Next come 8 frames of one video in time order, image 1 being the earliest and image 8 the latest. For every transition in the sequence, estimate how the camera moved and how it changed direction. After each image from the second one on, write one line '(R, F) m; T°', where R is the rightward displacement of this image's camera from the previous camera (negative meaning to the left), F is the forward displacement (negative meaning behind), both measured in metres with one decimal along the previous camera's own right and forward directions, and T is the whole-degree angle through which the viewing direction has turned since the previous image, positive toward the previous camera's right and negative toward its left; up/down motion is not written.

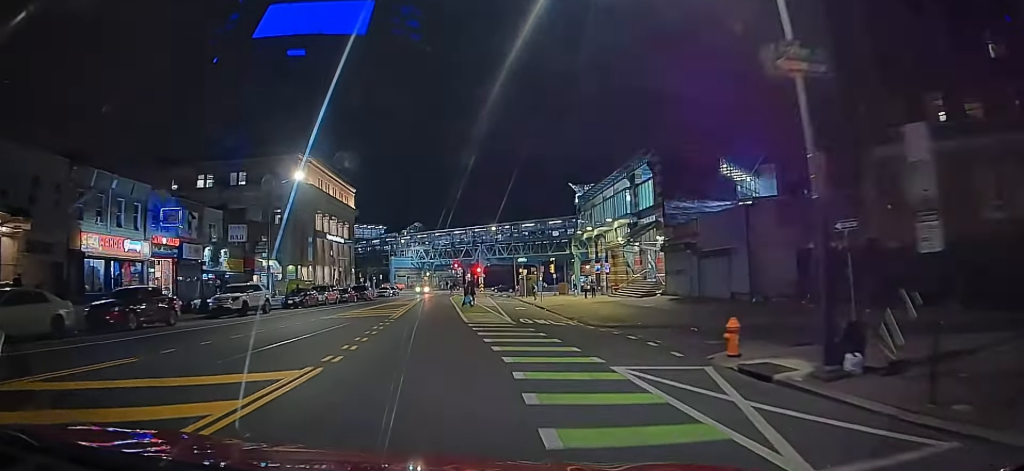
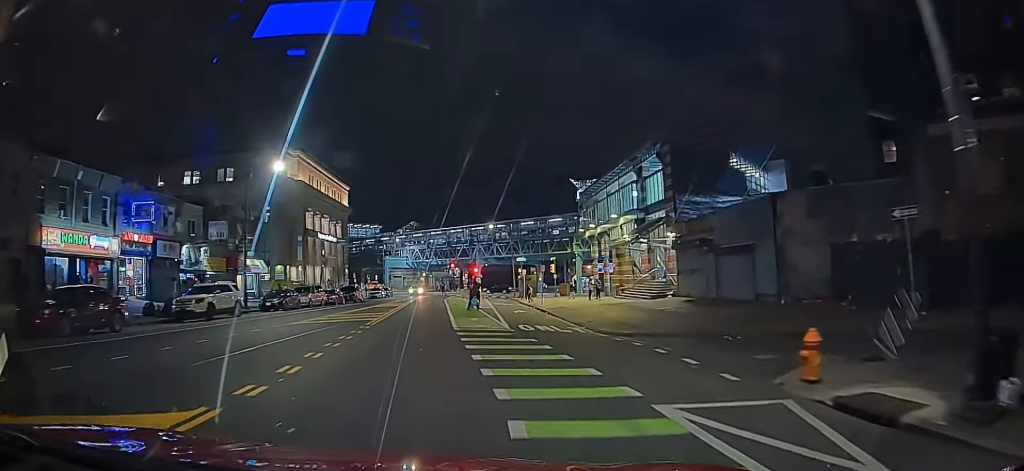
(0.0, +2.8) m; 0°
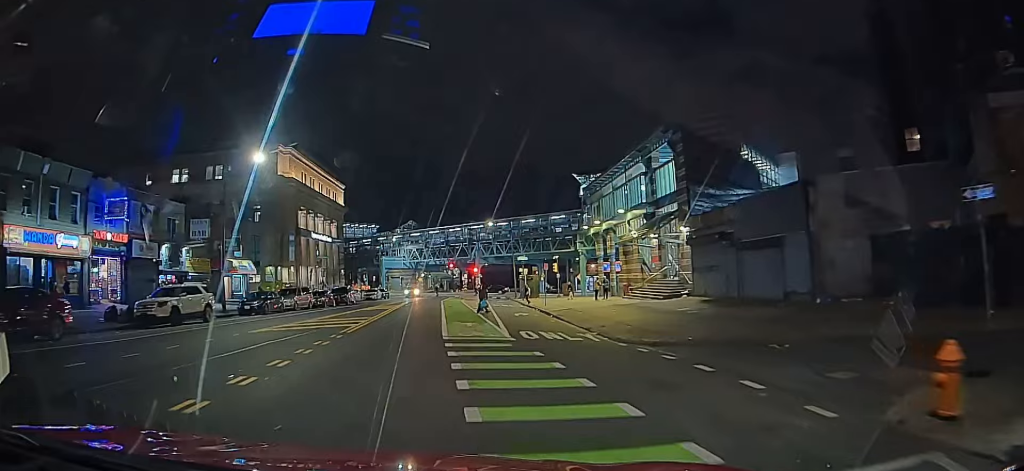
(0.0, +2.6) m; -1°
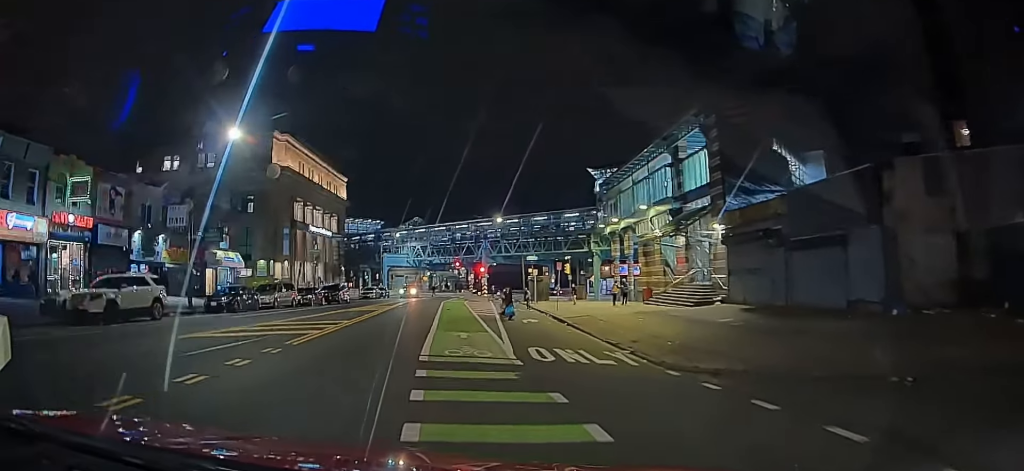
(0.0, +4.0) m; 0°
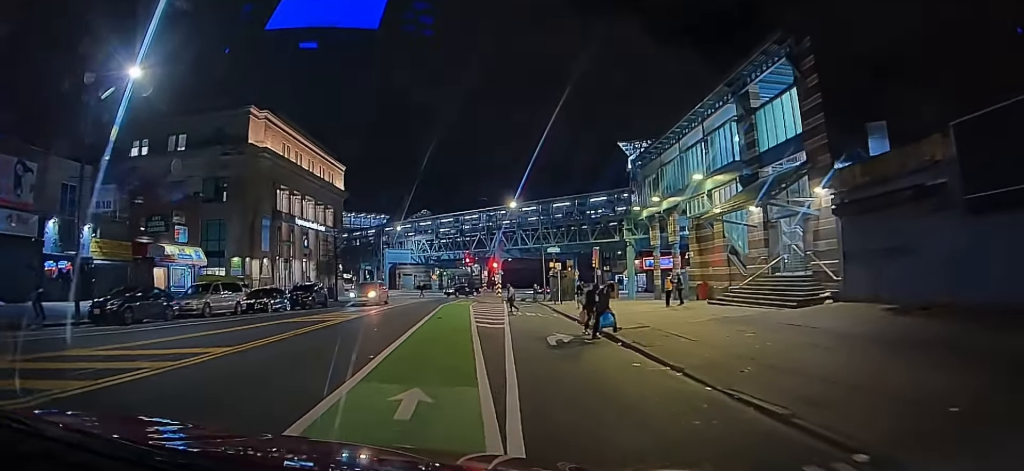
(+0.1, +9.8) m; 0°
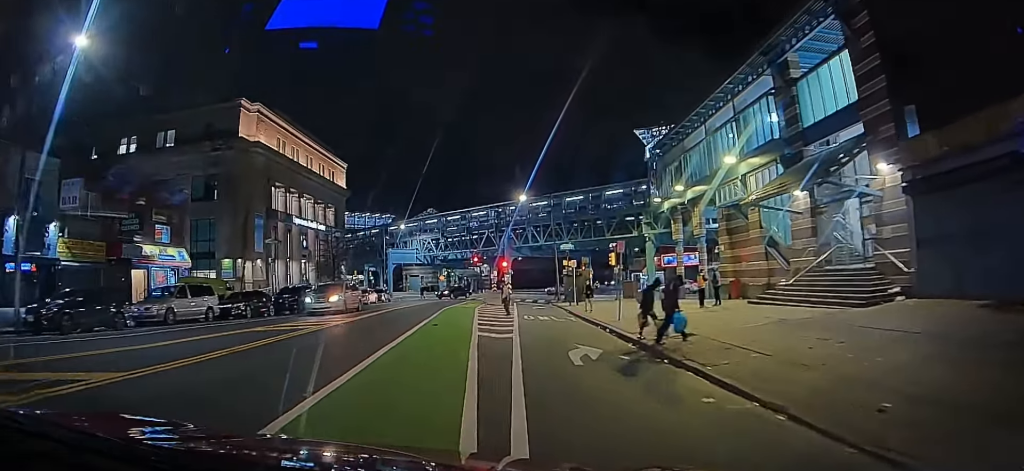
(-0.1, +3.7) m; 0°
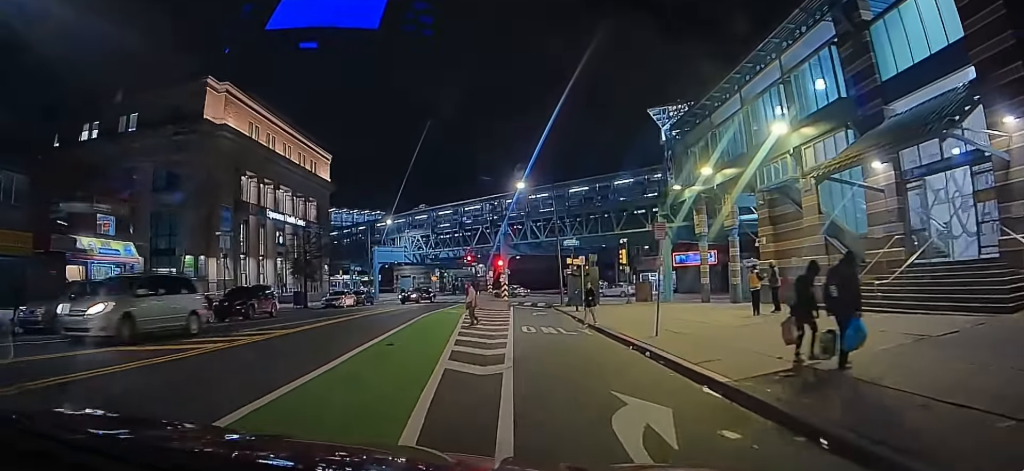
(+0.1, +5.8) m; +1°
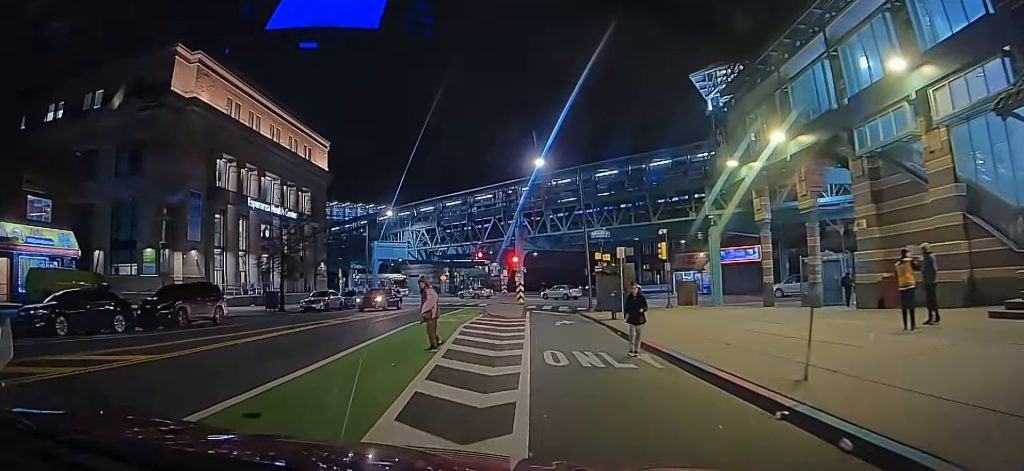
(0.0, +7.5) m; 0°
